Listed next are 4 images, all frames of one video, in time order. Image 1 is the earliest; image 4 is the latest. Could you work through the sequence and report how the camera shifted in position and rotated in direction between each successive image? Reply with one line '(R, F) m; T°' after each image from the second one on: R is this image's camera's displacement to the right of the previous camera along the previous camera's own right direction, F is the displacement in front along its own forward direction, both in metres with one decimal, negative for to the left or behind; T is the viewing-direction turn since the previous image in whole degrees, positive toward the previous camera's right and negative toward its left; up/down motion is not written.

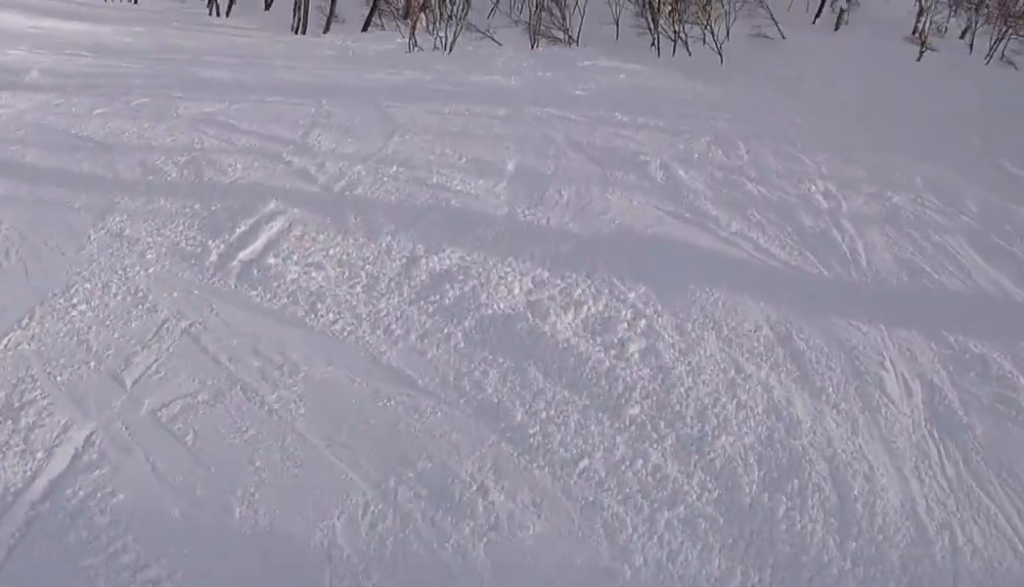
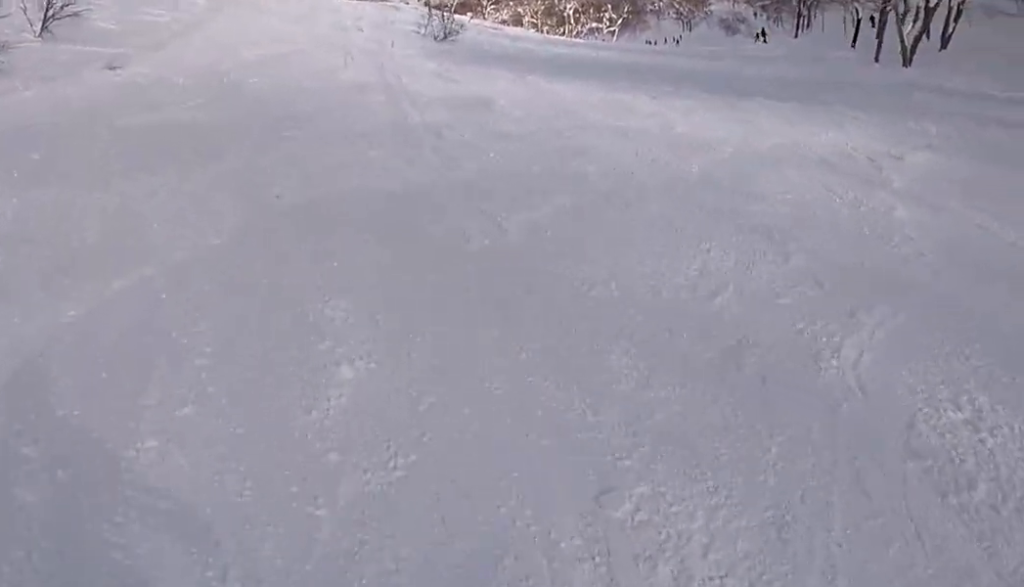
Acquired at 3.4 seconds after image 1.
(-10.2, +17.6) m; -64°
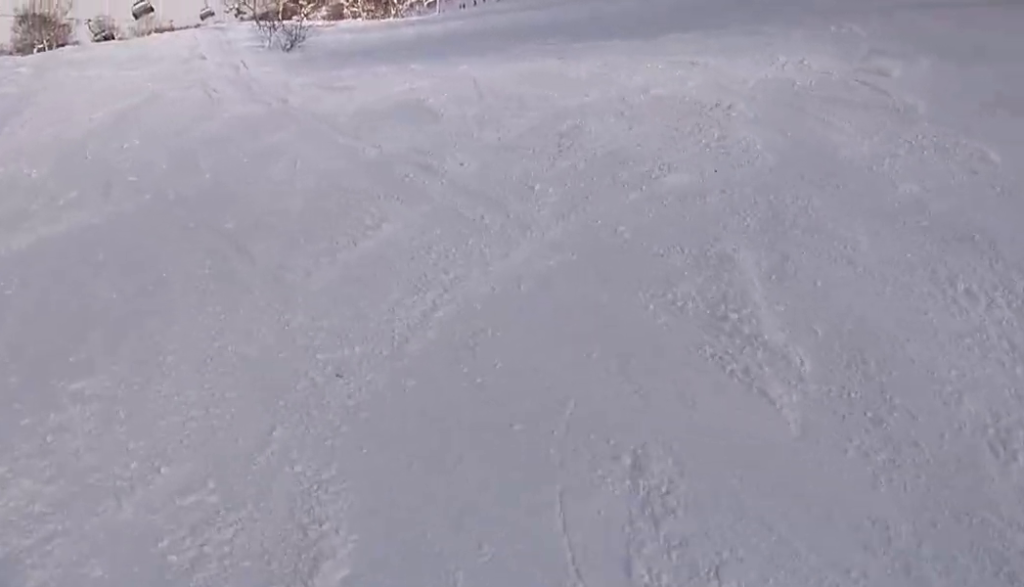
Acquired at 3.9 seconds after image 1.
(+0.1, +3.6) m; -11°
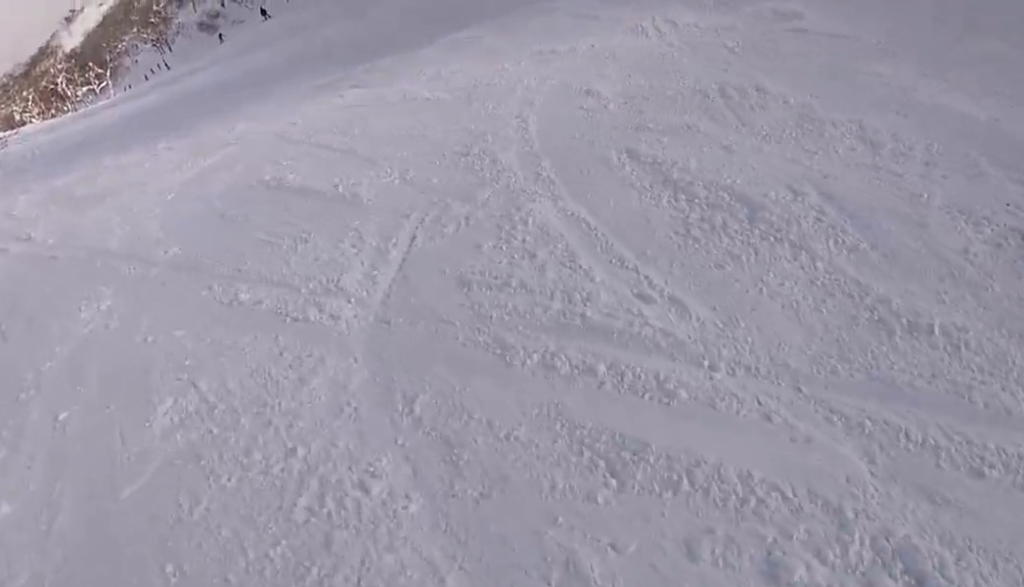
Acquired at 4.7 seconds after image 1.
(-1.0, +5.6) m; -8°
